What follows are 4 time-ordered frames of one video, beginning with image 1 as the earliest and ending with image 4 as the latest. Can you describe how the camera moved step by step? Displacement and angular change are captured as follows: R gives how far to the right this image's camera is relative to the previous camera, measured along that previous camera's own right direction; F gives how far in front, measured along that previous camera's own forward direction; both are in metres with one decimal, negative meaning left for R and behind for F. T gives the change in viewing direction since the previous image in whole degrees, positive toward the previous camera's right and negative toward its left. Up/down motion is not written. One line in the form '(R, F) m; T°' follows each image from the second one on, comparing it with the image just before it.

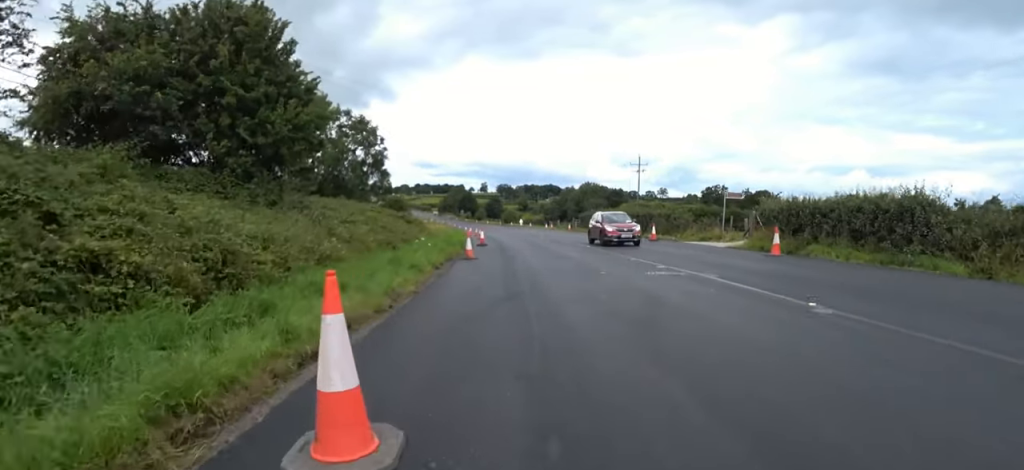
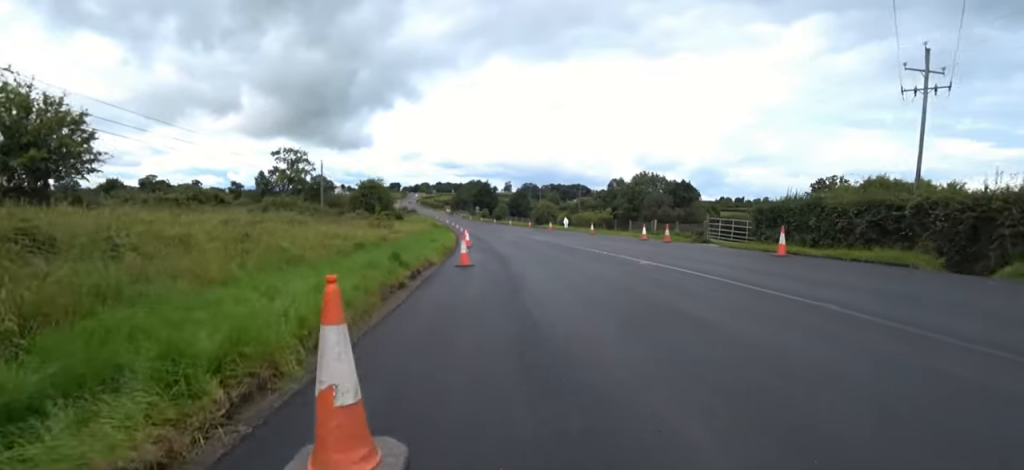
(-0.8, +35.3) m; -8°
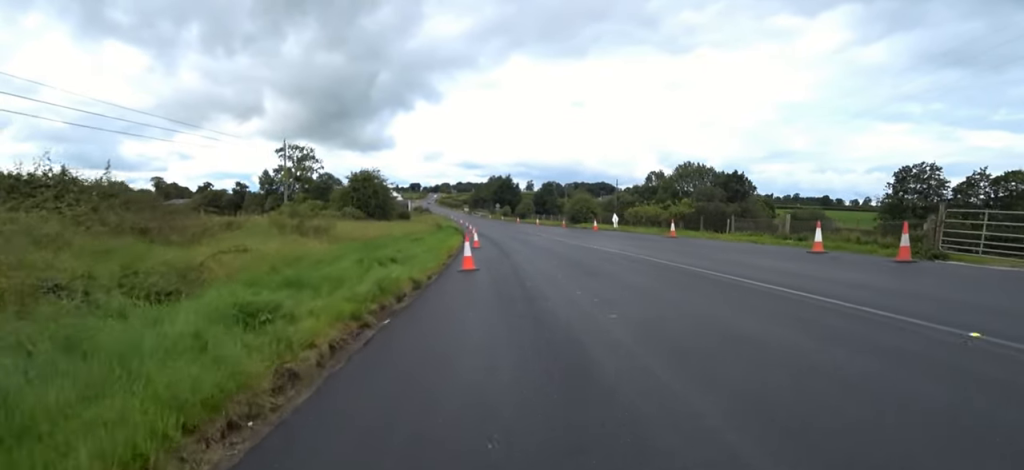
(-0.1, +13.5) m; +5°
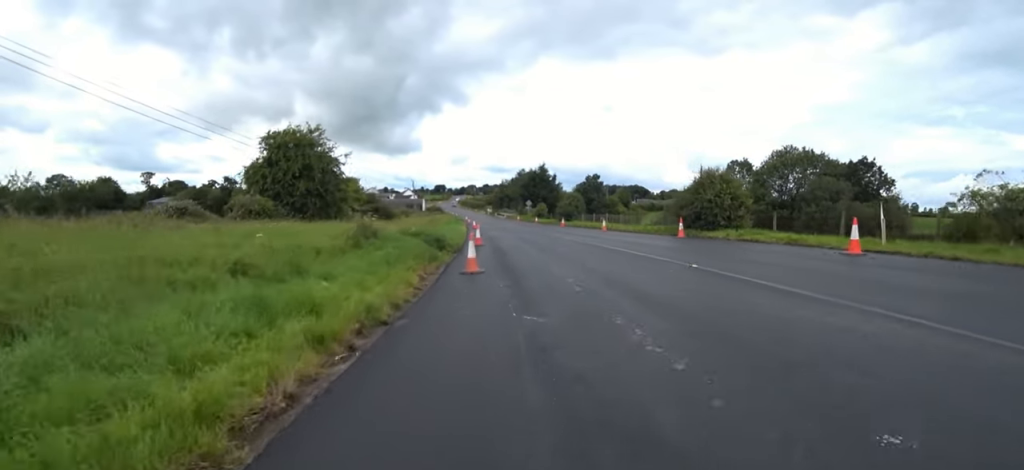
(-1.1, +25.3) m; -12°
